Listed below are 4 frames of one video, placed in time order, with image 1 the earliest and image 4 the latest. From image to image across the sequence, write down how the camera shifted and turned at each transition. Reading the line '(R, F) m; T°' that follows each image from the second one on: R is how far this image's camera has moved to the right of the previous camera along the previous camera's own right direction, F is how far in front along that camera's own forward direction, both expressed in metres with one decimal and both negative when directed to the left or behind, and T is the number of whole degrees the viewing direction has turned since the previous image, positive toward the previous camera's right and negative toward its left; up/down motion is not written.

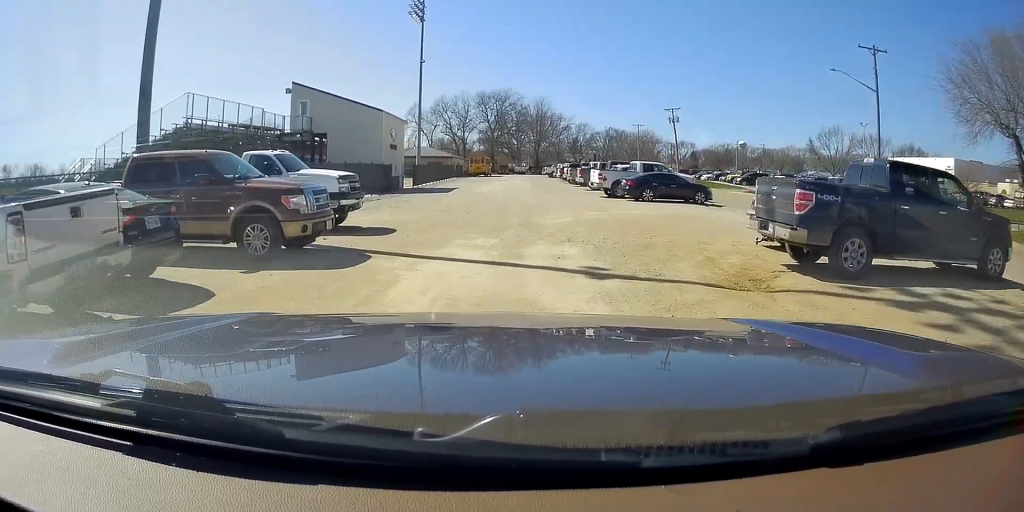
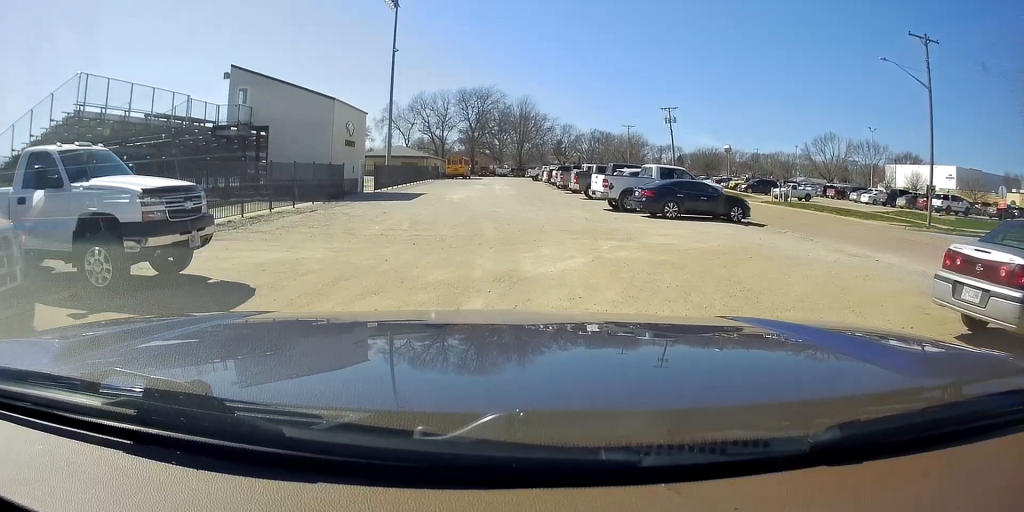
(0.0, +7.7) m; 0°
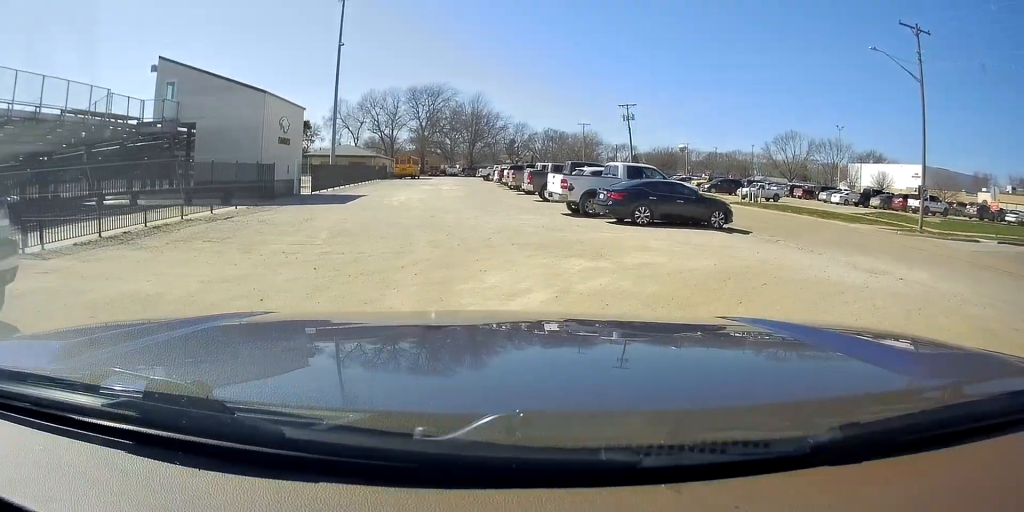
(0.0, +3.4) m; +1°
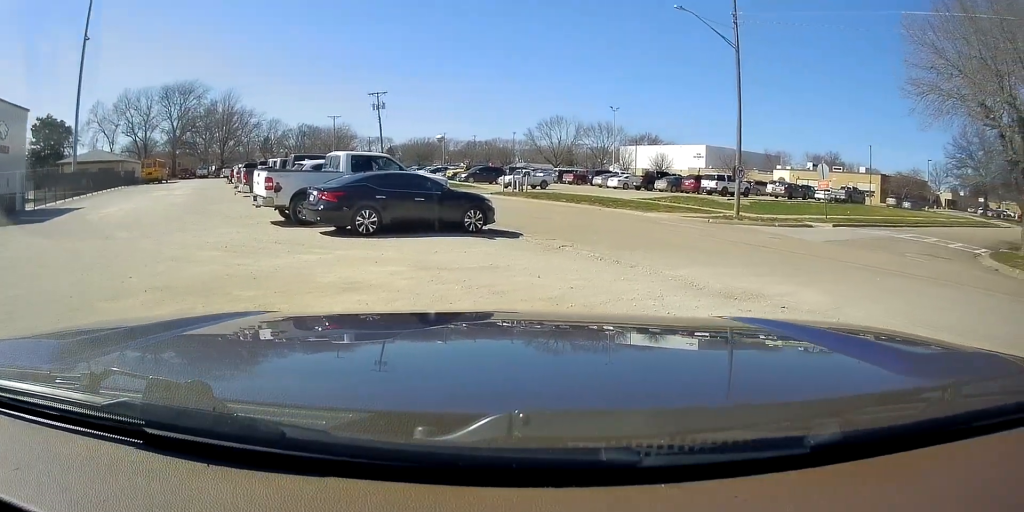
(+0.9, +5.0) m; +29°
